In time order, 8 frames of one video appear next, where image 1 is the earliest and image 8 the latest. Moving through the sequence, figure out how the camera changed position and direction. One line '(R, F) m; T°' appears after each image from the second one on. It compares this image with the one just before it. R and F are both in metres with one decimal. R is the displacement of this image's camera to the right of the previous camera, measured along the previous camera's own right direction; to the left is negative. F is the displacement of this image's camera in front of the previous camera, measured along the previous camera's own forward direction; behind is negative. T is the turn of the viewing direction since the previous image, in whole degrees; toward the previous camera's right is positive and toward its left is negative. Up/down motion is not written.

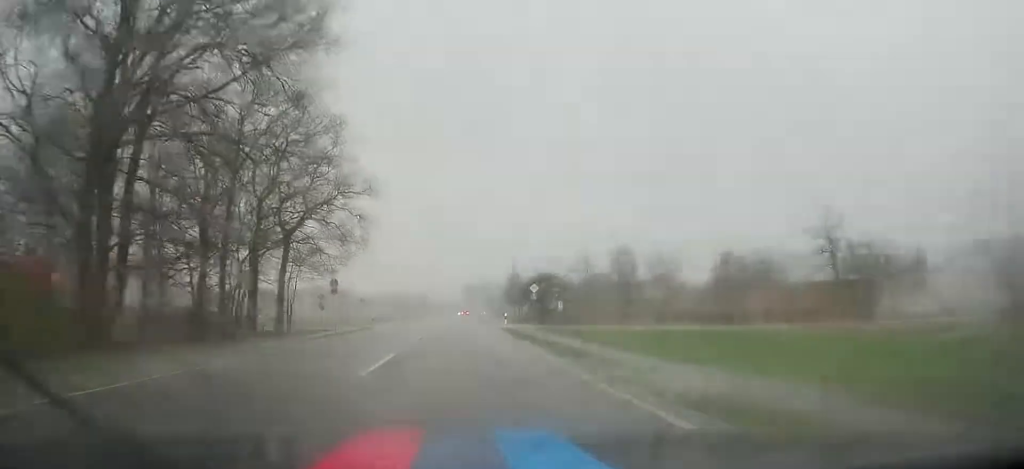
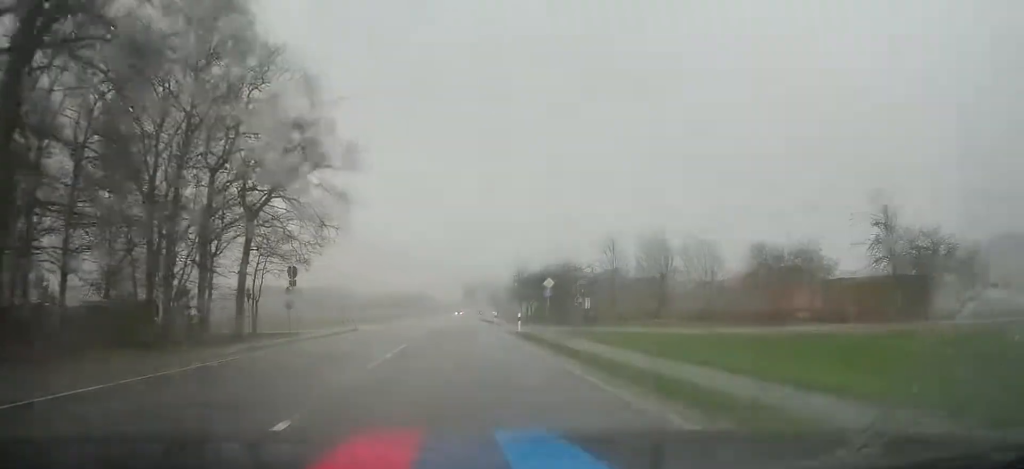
(0.0, +8.6) m; 0°
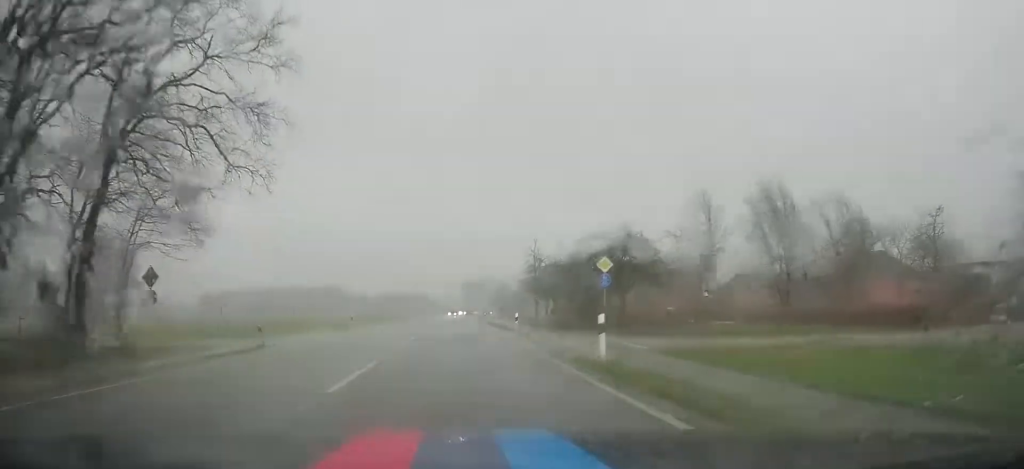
(+0.1, +17.8) m; +2°
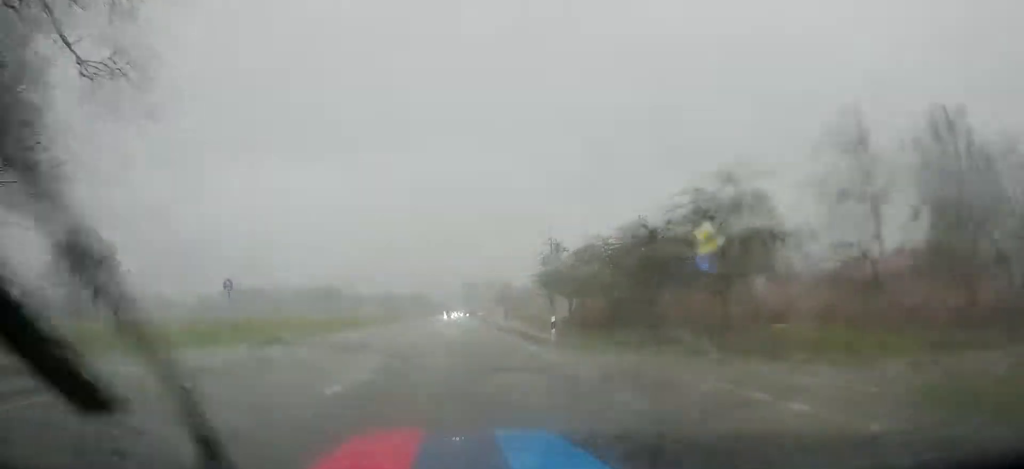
(+0.3, +12.0) m; 0°
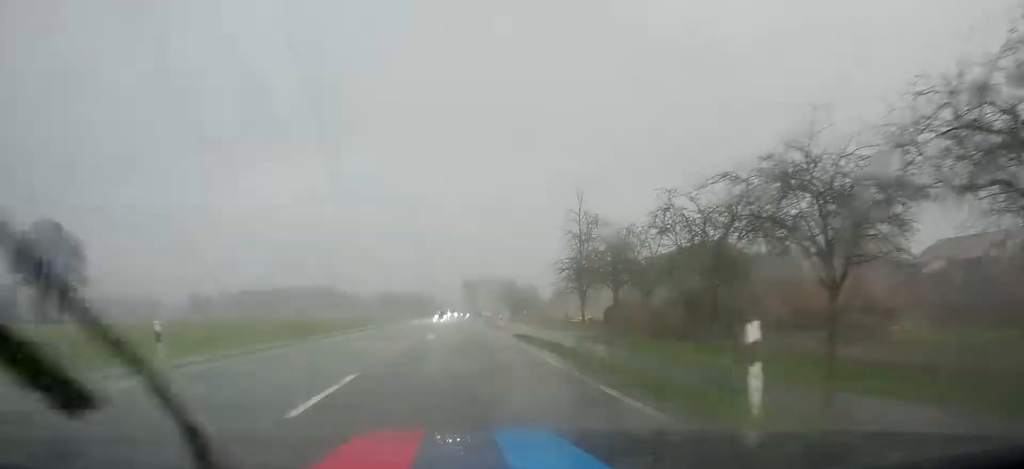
(0.0, +13.9) m; 0°
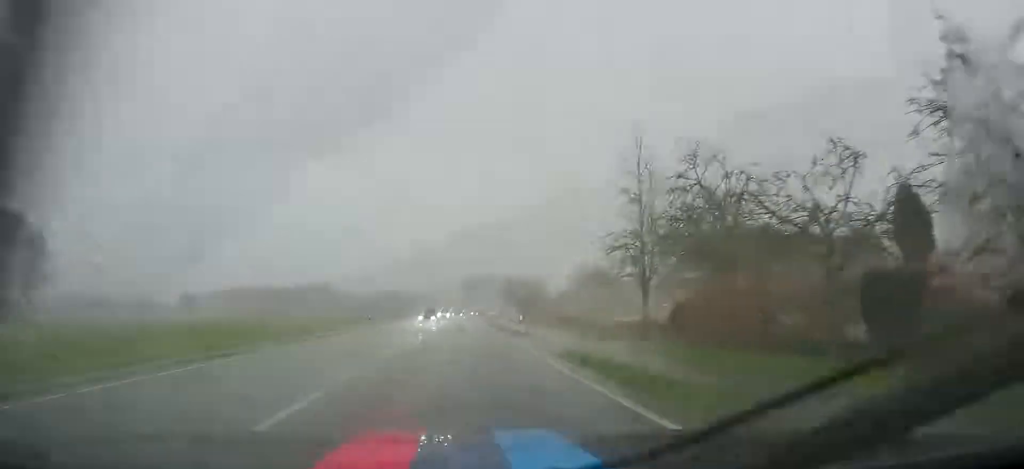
(-0.3, +14.8) m; -1°
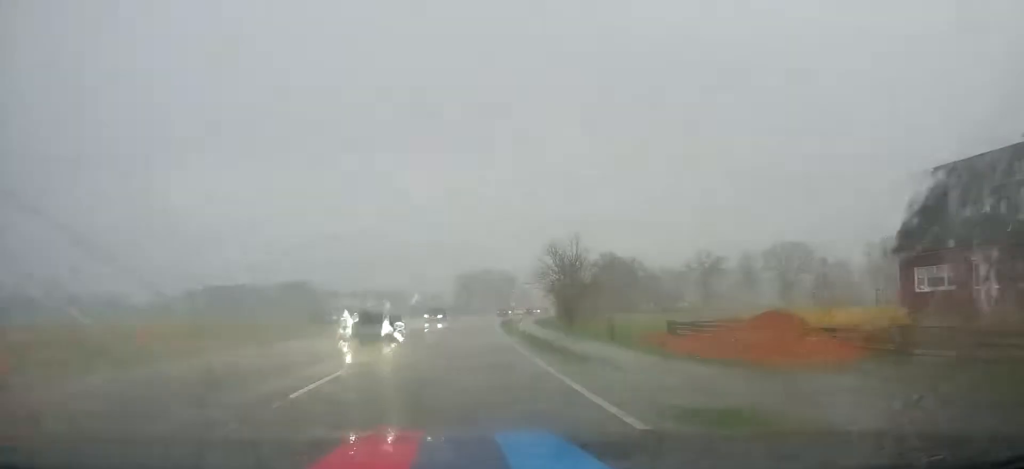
(+0.1, +45.2) m; 0°
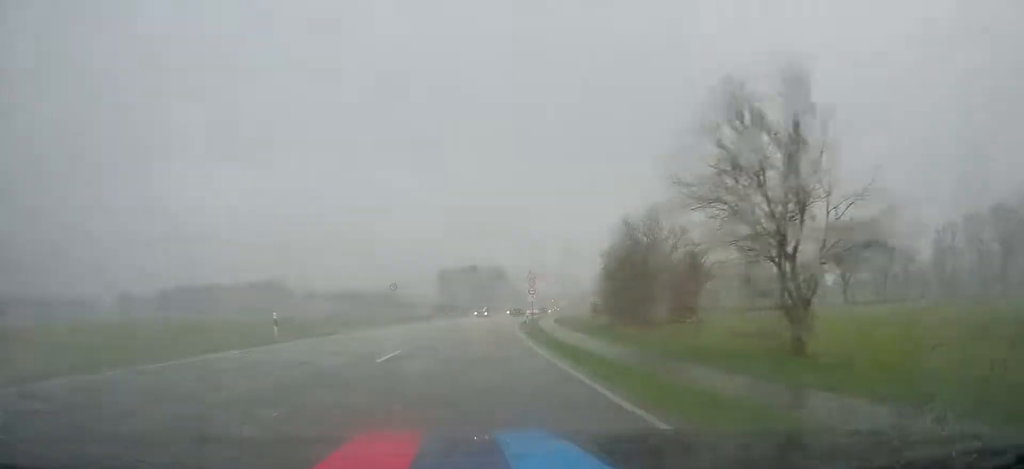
(+0.3, +32.5) m; +1°
